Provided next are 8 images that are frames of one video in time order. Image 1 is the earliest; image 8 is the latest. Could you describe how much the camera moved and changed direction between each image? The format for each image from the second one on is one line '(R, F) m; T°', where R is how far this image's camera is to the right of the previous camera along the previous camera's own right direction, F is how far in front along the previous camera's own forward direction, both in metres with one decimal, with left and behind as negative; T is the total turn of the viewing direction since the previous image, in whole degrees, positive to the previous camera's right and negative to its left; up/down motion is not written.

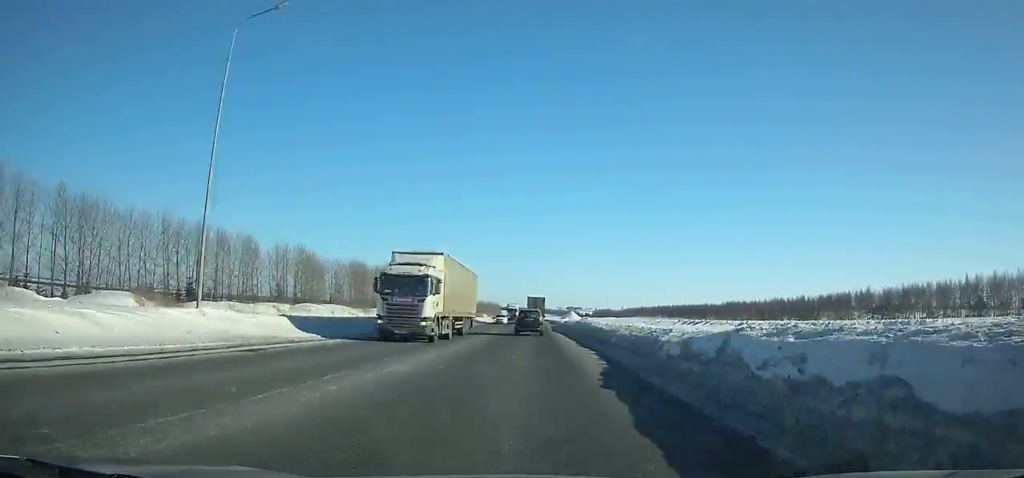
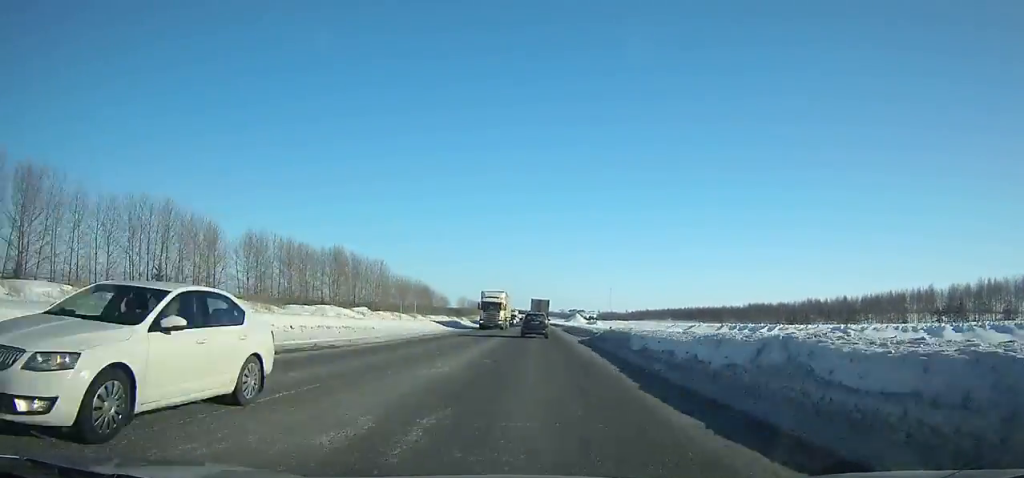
(-0.1, +42.8) m; 0°
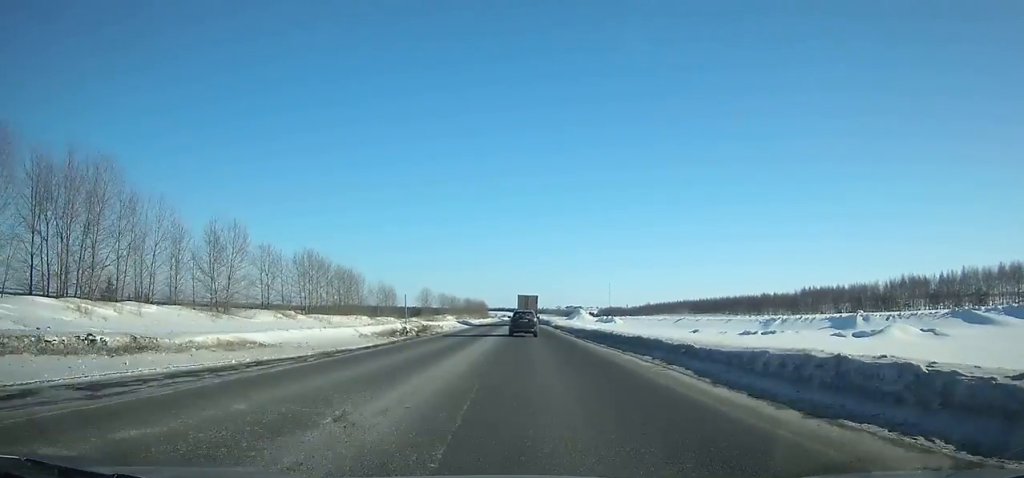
(+0.1, +90.3) m; 0°
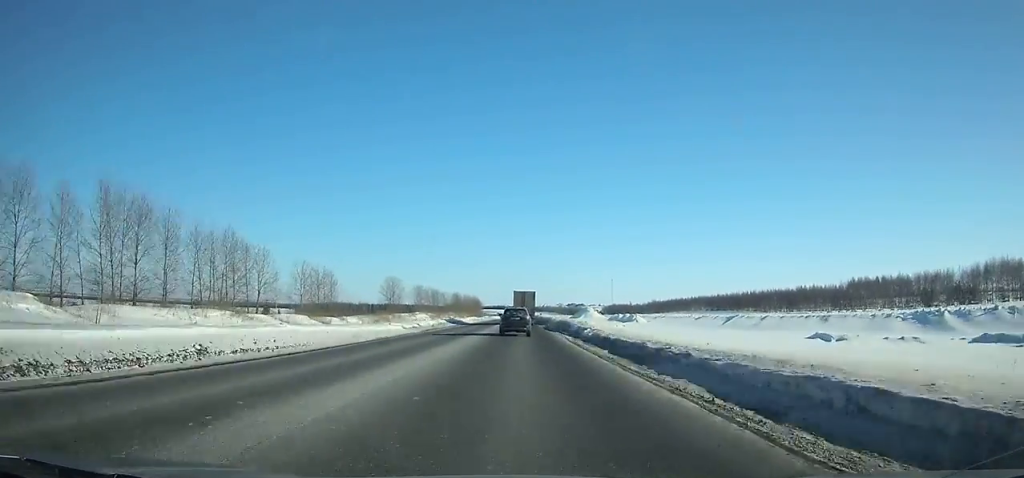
(+0.3, +48.3) m; 0°
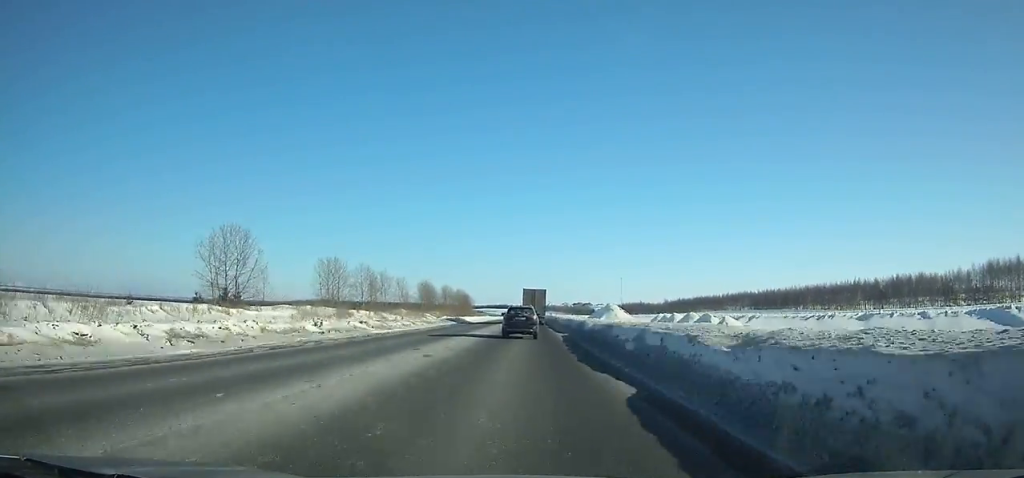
(-0.5, +83.3) m; 0°
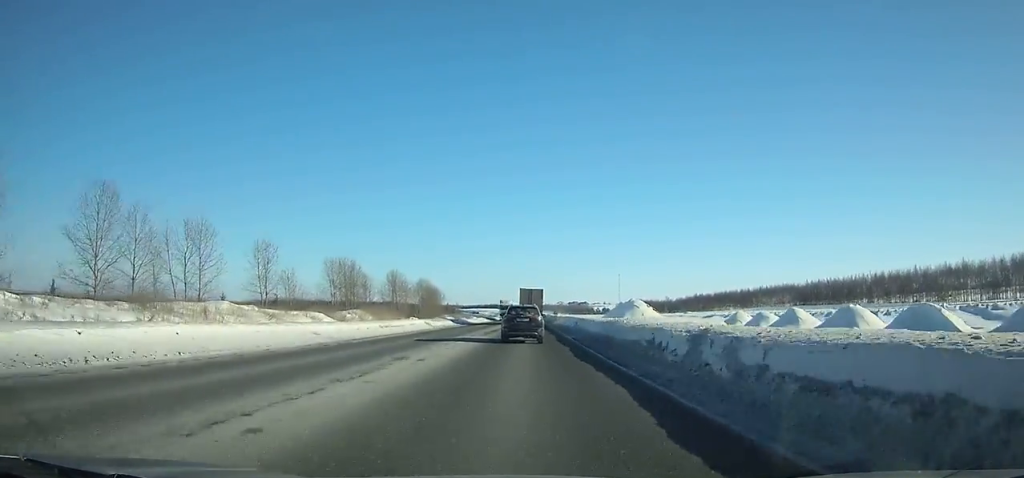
(+0.1, +75.3) m; 0°
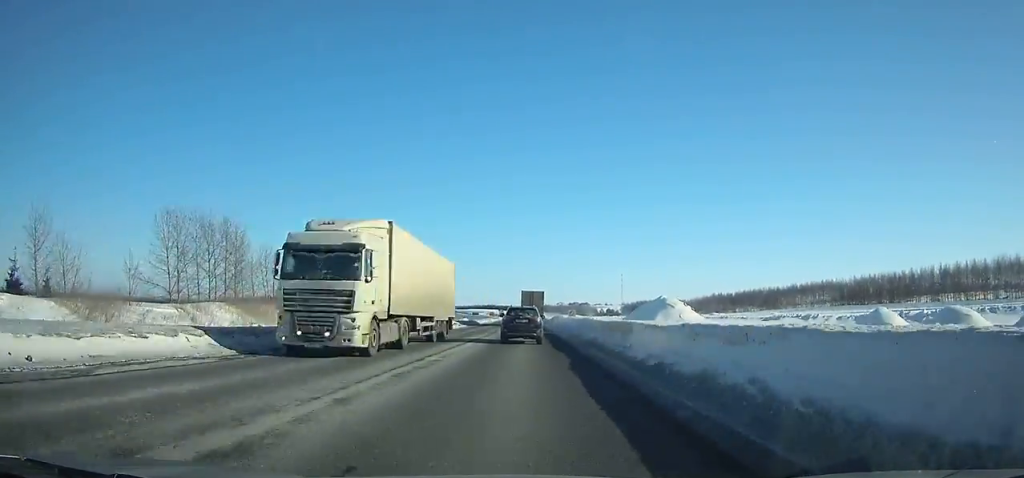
(+0.2, +49.5) m; 0°
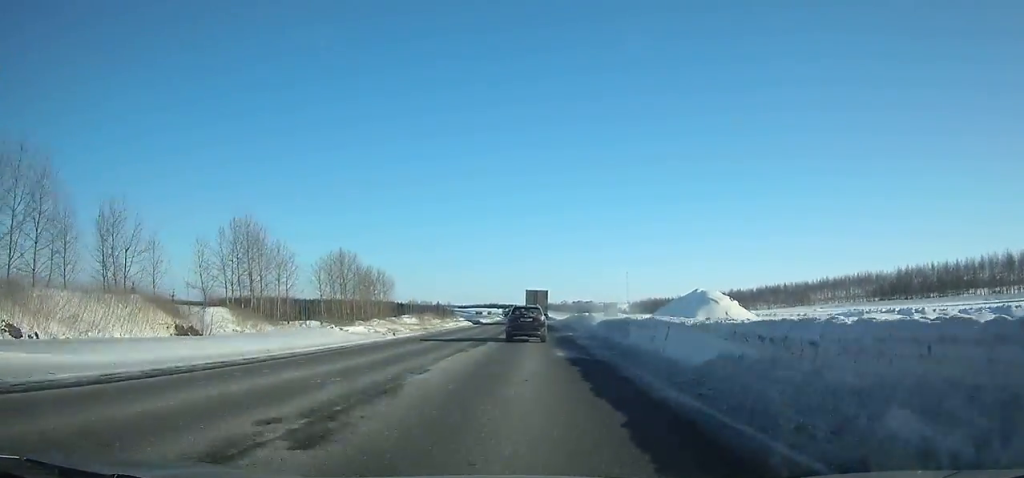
(+0.1, +32.7) m; 0°
